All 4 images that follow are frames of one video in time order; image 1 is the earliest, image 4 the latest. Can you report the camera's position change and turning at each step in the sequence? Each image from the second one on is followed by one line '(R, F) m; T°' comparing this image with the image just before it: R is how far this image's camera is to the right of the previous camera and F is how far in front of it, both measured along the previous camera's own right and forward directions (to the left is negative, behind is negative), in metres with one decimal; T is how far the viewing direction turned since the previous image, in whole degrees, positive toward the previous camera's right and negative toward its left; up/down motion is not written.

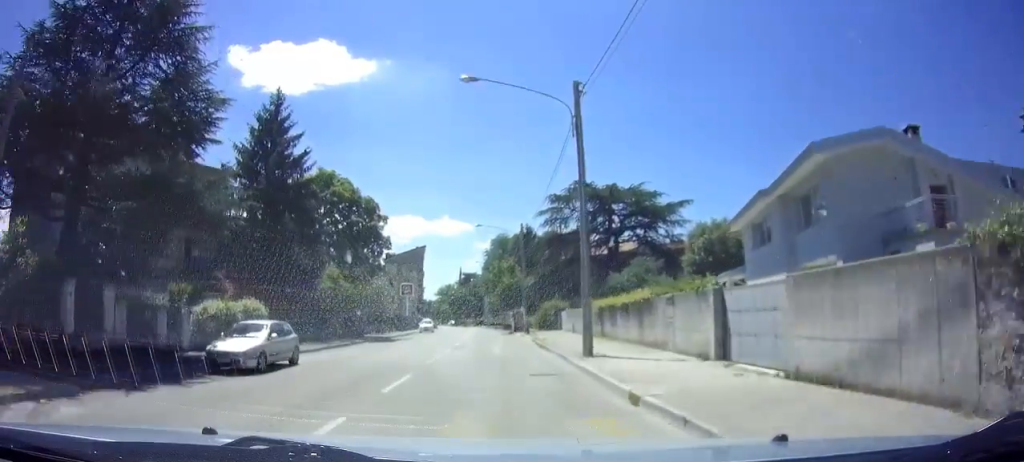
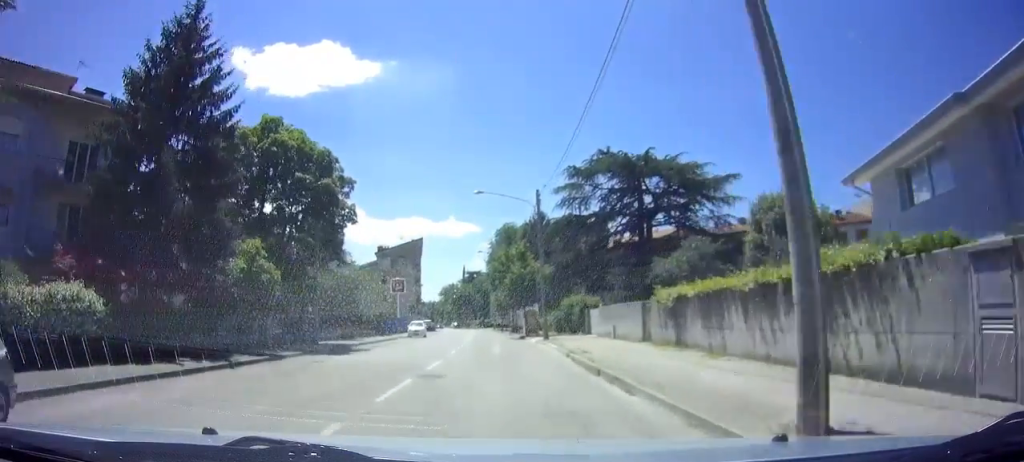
(0.0, +12.3) m; +2°
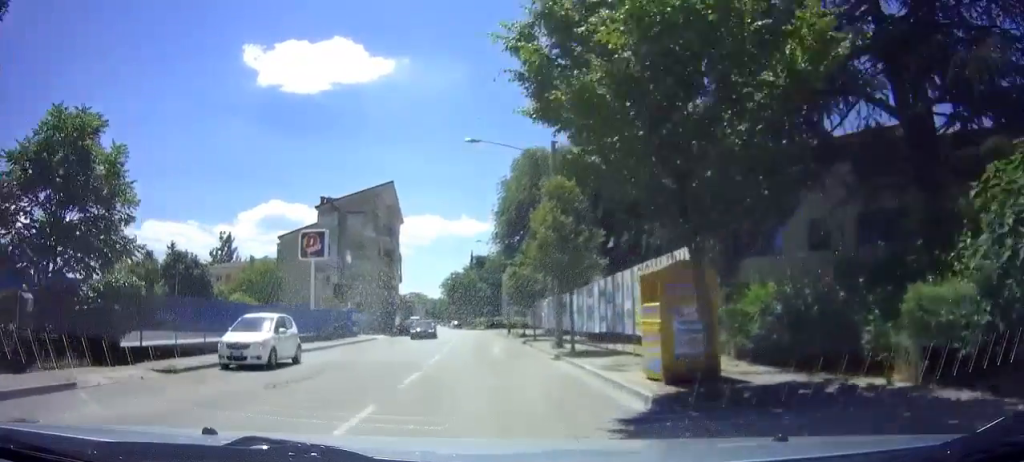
(-0.4, +35.7) m; -4°
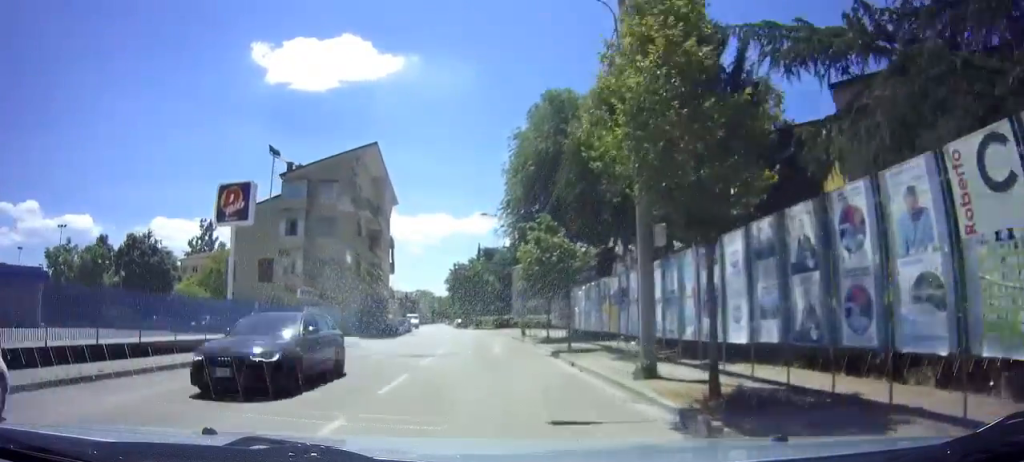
(-0.2, +12.1) m; 0°
